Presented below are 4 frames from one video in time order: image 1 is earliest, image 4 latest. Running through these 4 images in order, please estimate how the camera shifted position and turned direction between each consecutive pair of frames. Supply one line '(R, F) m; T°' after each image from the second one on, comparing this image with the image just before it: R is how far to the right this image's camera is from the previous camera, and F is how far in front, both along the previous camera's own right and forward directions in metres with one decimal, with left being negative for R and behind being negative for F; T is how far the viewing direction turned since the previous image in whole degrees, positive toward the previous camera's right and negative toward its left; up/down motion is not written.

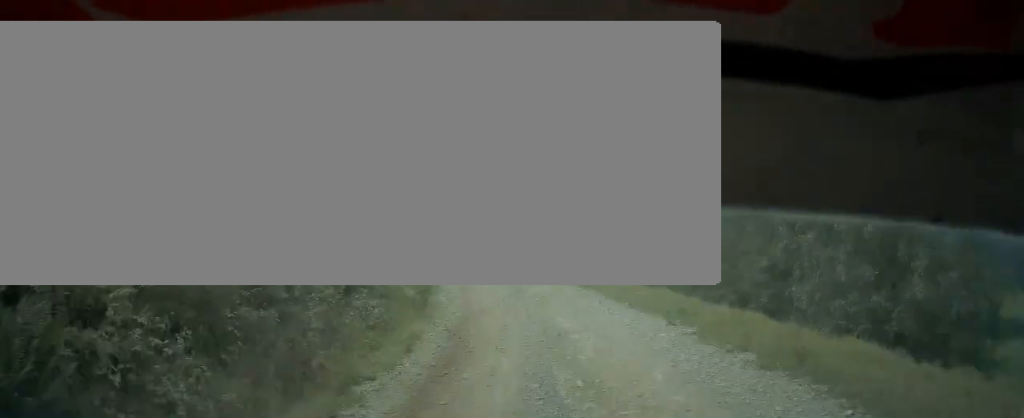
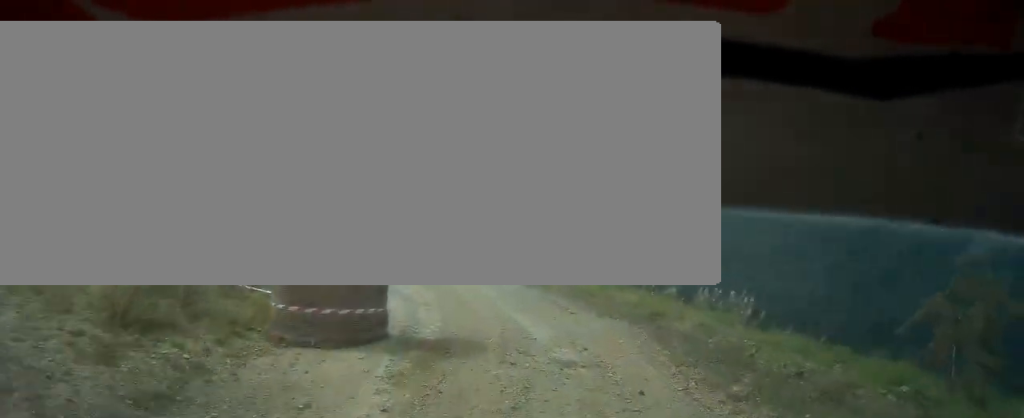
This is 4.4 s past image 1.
(-18.3, +61.7) m; -23°
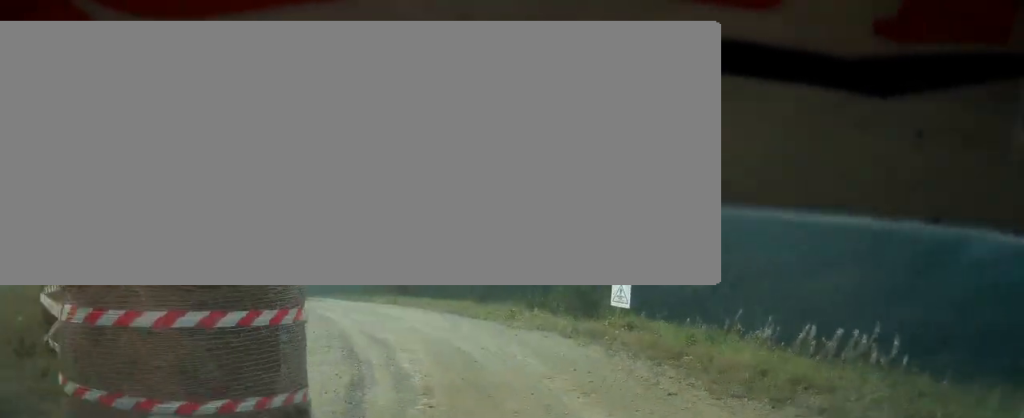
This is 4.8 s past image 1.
(0.0, +6.0) m; -1°
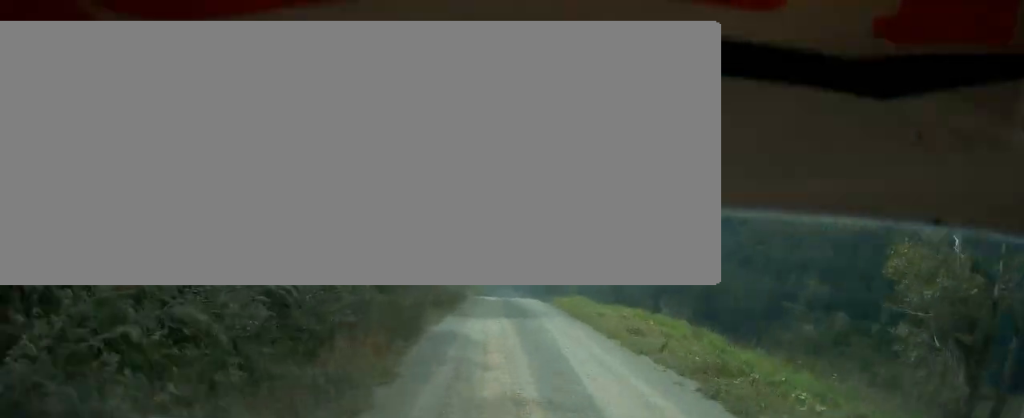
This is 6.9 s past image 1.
(-3.1, +42.0) m; -4°
